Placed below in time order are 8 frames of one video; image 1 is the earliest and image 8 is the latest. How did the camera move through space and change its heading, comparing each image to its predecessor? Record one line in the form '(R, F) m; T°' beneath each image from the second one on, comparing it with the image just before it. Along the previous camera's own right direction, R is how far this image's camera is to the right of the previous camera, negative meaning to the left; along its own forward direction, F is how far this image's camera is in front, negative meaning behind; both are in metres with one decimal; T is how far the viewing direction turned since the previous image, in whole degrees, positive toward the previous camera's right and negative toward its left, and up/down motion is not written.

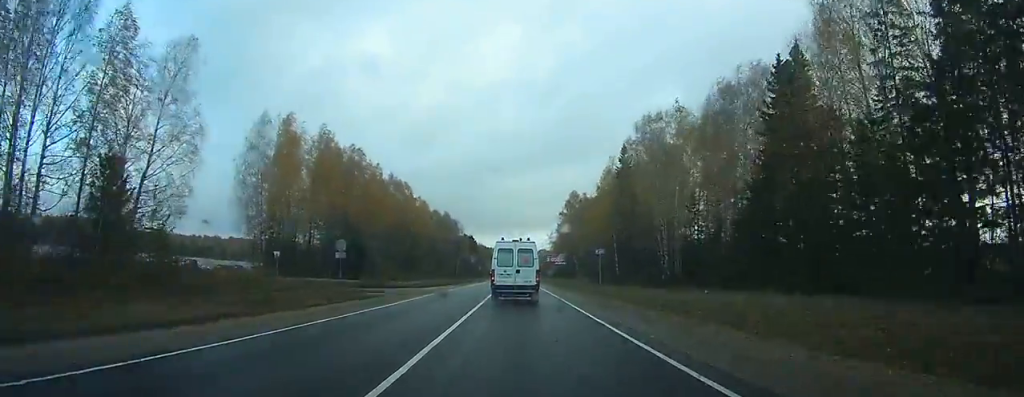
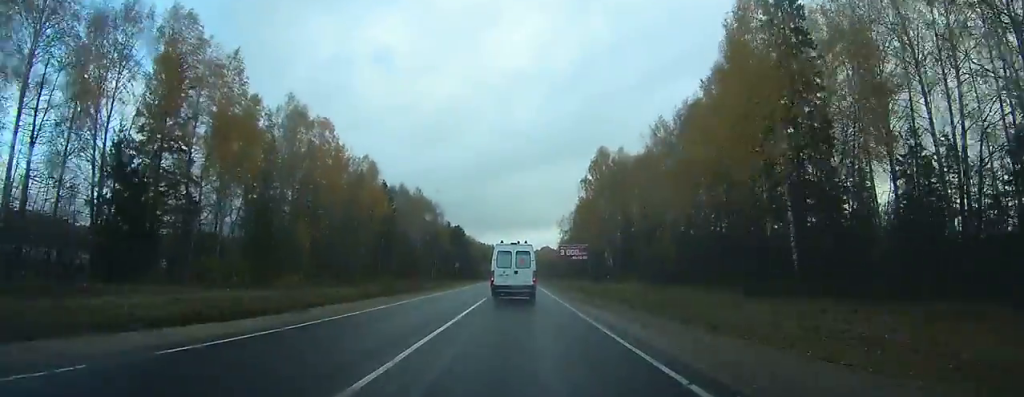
(-0.3, +56.6) m; 0°
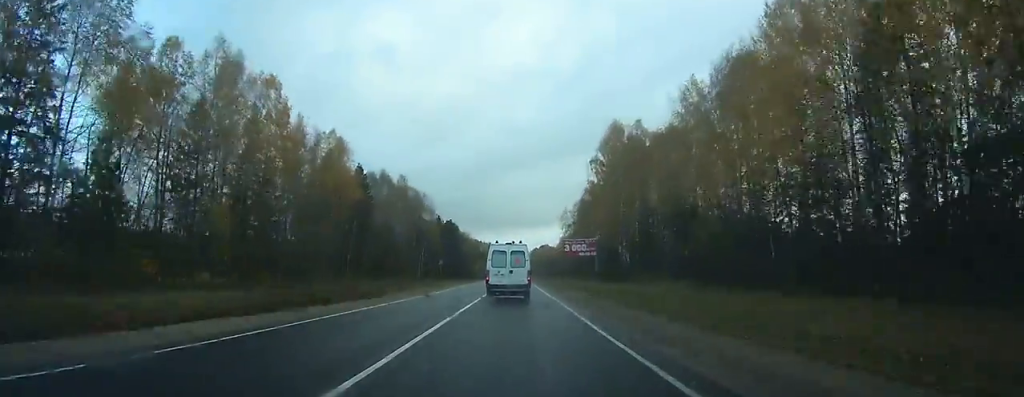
(+0.2, +17.4) m; 0°
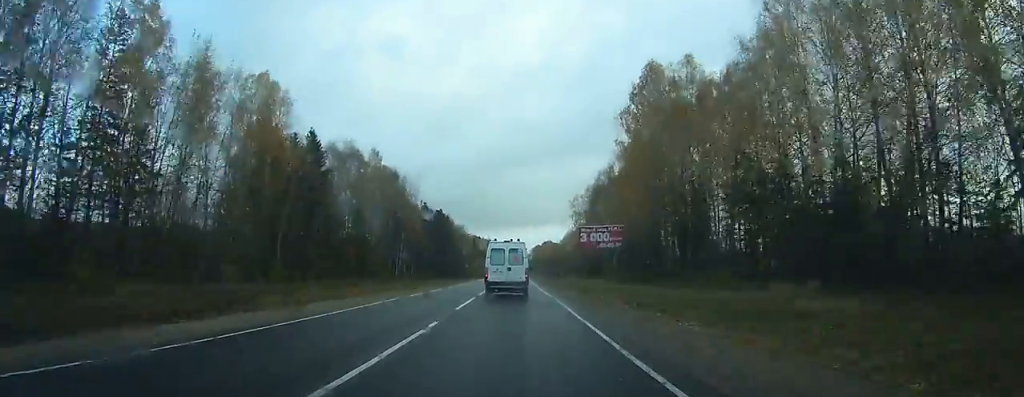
(-0.1, +25.5) m; 0°
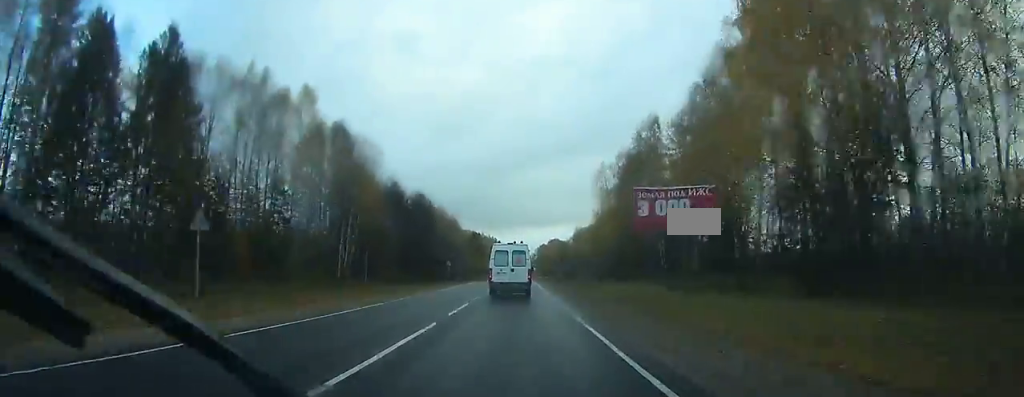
(-0.1, +36.4) m; 0°
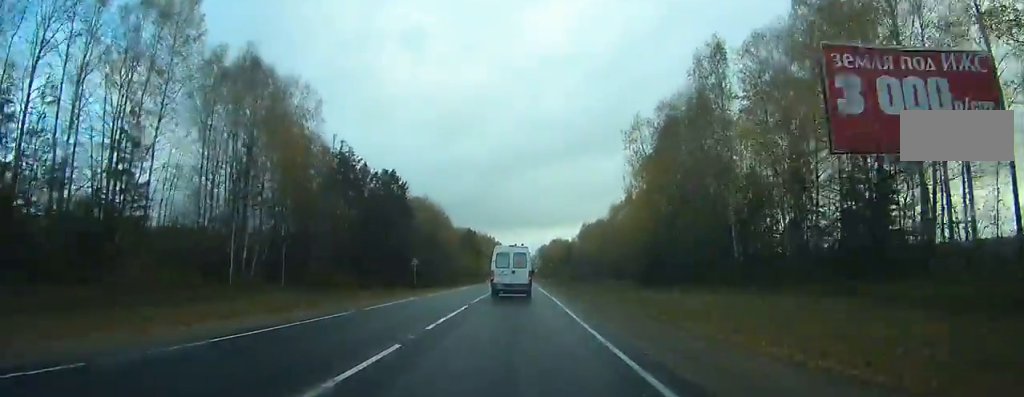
(0.0, +27.9) m; 0°
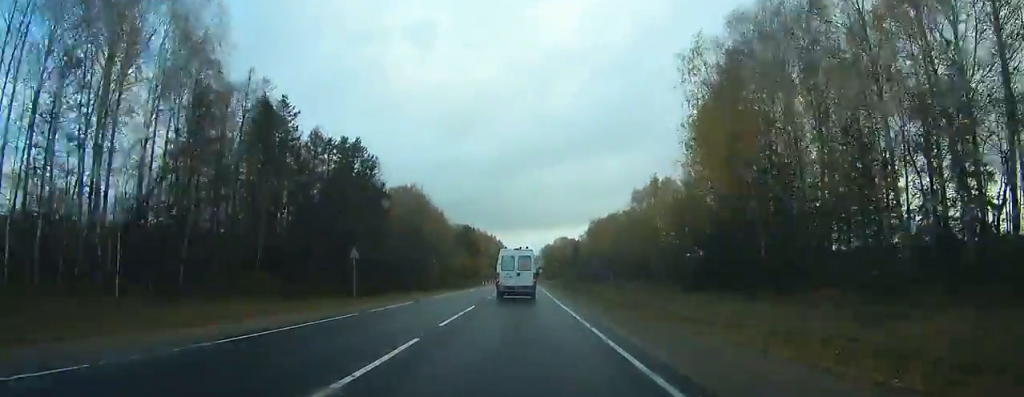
(-0.1, +23.2) m; 0°
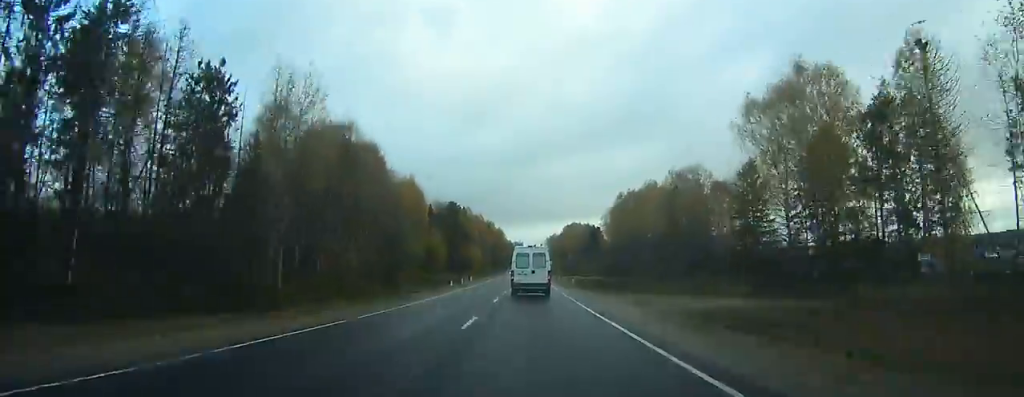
(-0.5, +54.5) m; -1°
